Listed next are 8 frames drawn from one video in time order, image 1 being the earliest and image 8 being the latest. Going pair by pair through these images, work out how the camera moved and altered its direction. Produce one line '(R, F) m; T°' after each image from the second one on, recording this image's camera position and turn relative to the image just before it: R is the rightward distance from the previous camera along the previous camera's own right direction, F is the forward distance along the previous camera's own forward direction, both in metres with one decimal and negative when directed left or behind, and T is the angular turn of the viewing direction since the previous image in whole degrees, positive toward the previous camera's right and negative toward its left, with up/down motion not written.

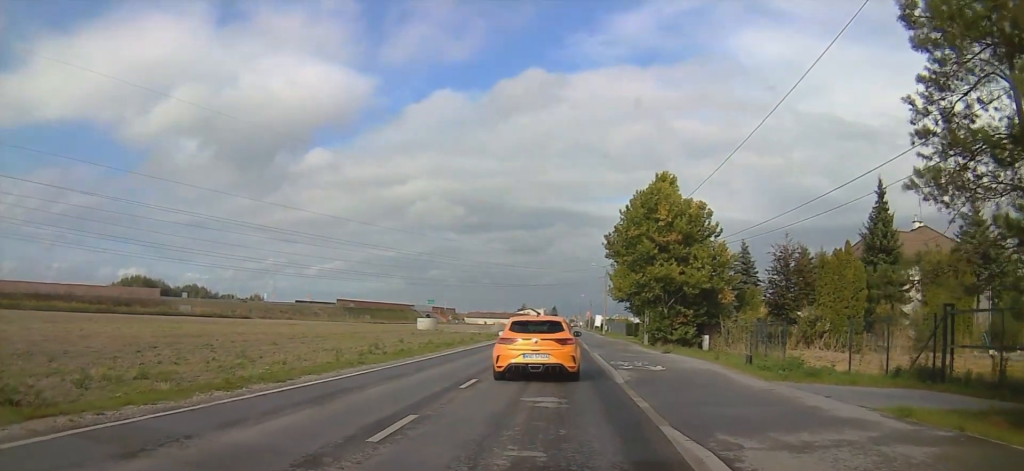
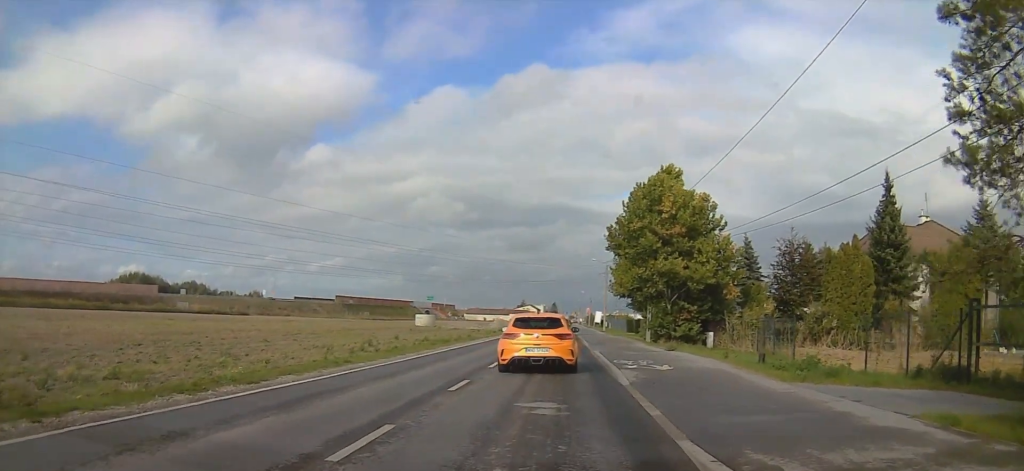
(0.0, 0.0) m; 0°
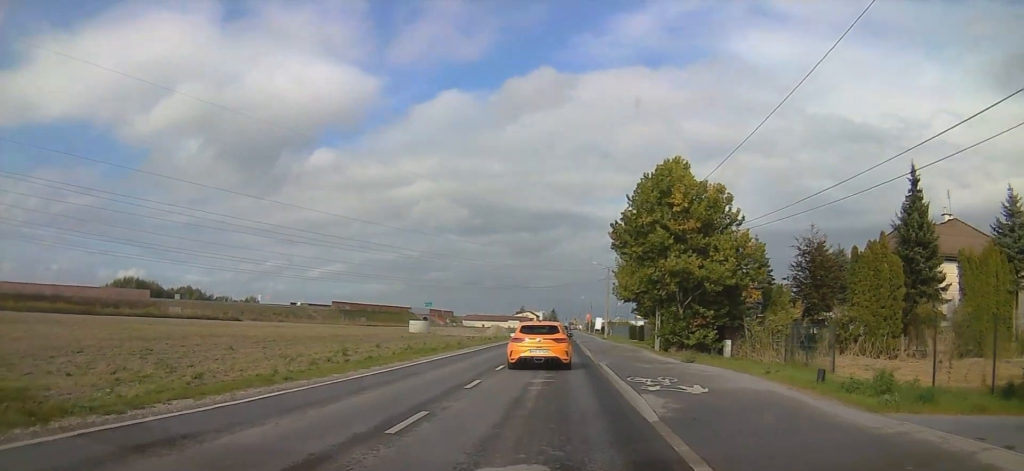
(+0.2, +0.5) m; +3°
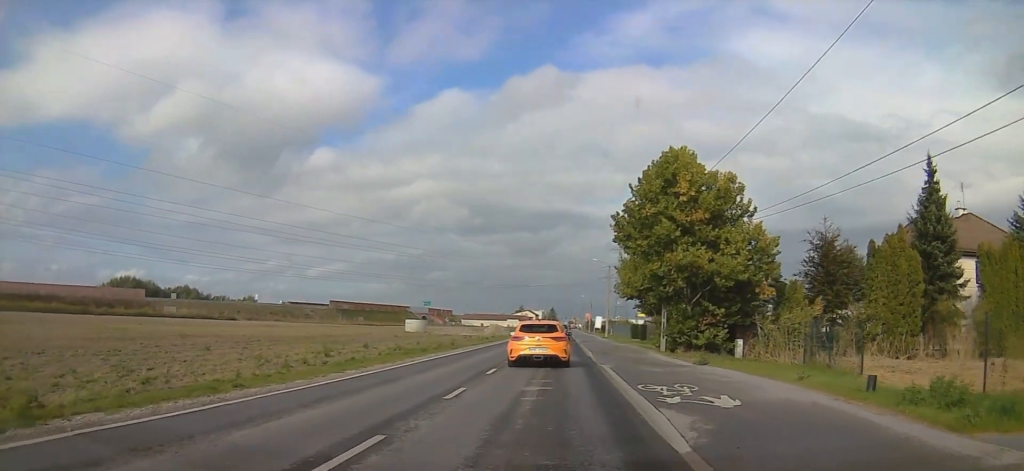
(-0.1, +1.7) m; -2°
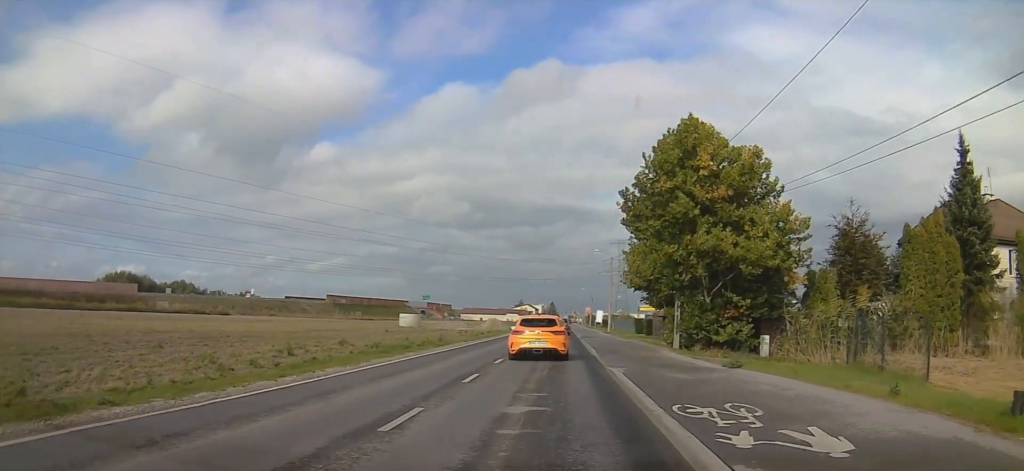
(-0.1, +3.2) m; -1°
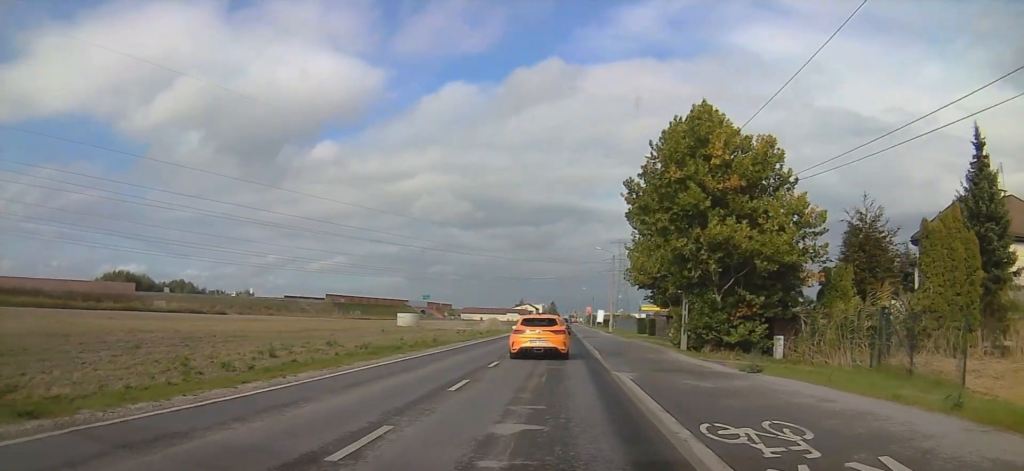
(0.0, +1.5) m; 0°
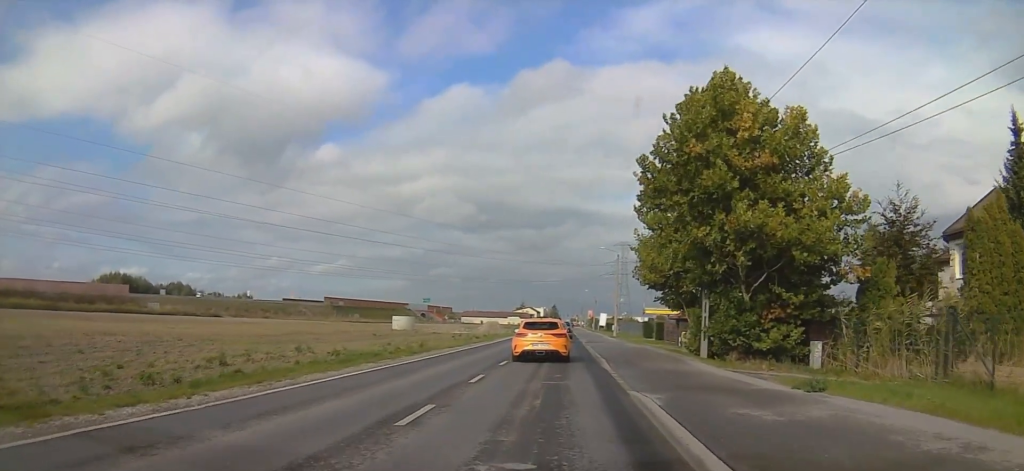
(0.0, +3.8) m; 0°
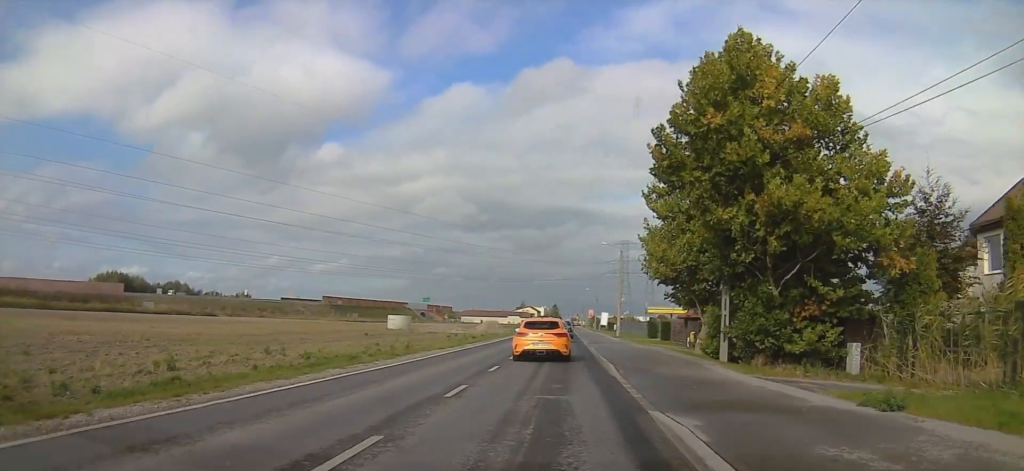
(0.0, +3.0) m; 0°
